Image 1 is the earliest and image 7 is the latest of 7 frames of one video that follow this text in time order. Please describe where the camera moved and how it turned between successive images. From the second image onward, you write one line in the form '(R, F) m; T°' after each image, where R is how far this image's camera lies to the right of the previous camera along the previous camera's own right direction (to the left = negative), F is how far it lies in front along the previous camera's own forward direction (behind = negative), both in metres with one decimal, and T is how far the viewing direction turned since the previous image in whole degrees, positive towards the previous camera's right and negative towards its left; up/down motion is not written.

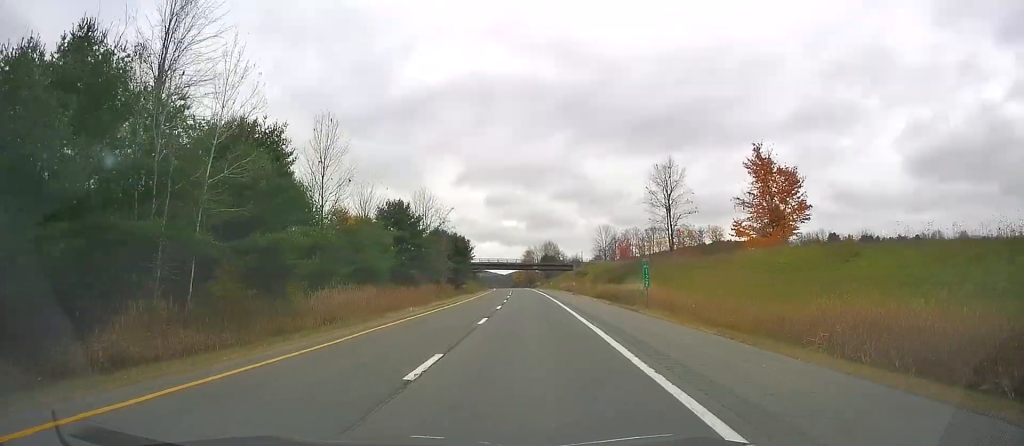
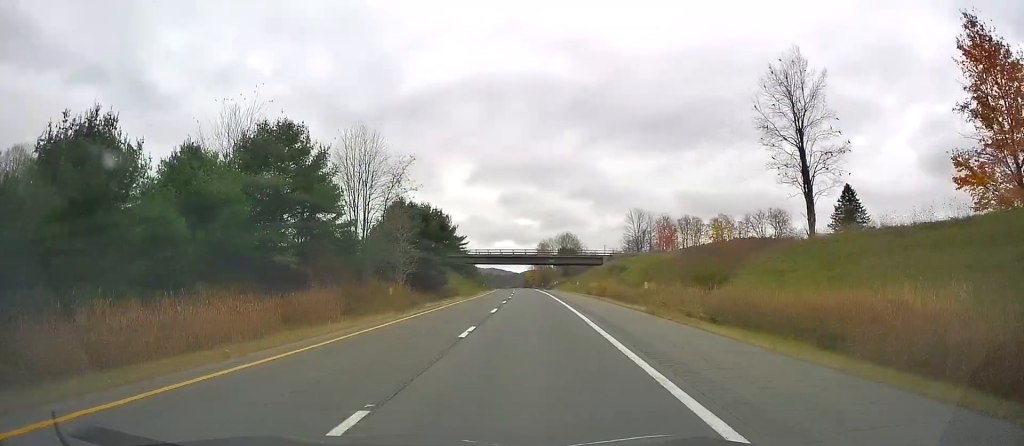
(-0.6, +41.5) m; -1°
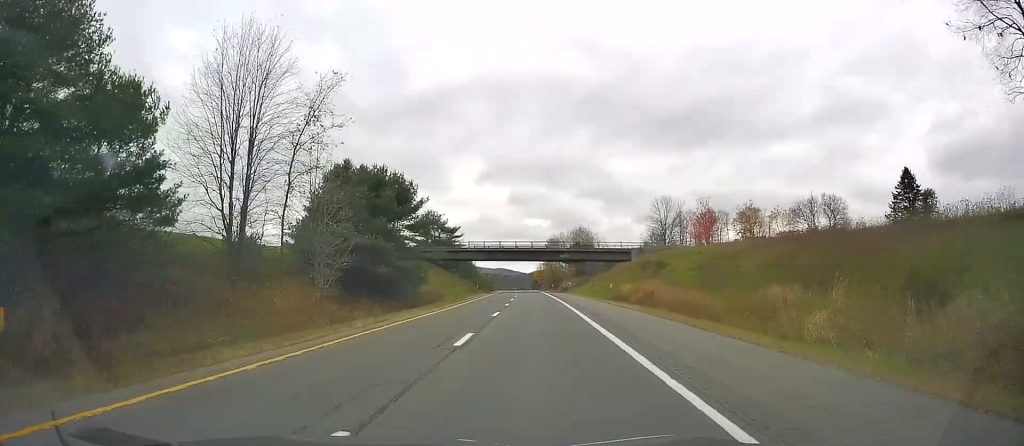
(0.0, +25.7) m; 0°
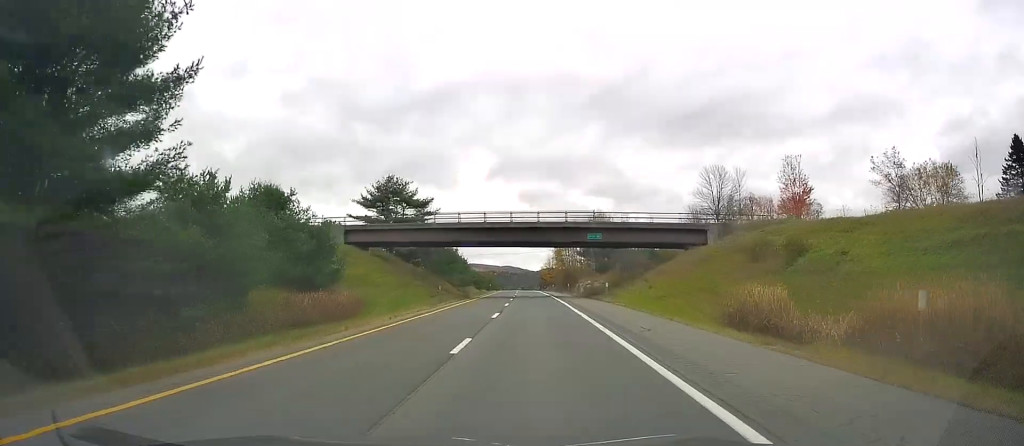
(0.0, +37.6) m; -1°
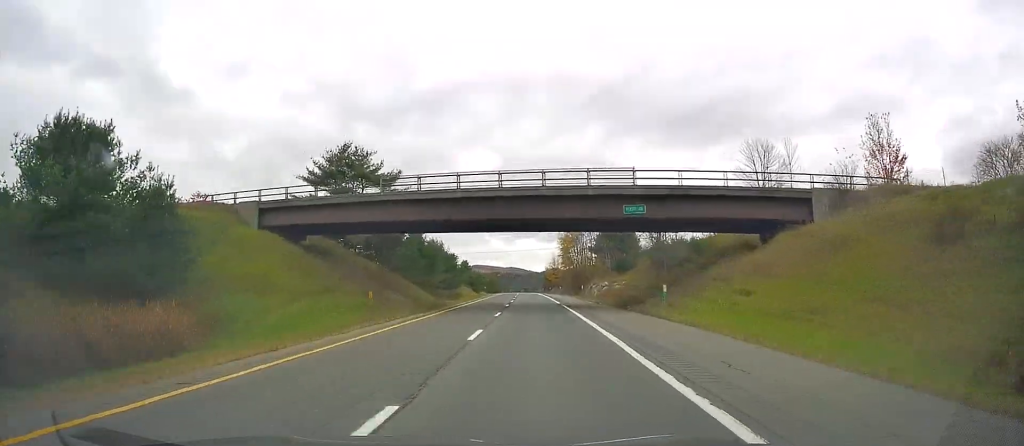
(-0.2, +20.8) m; -1°
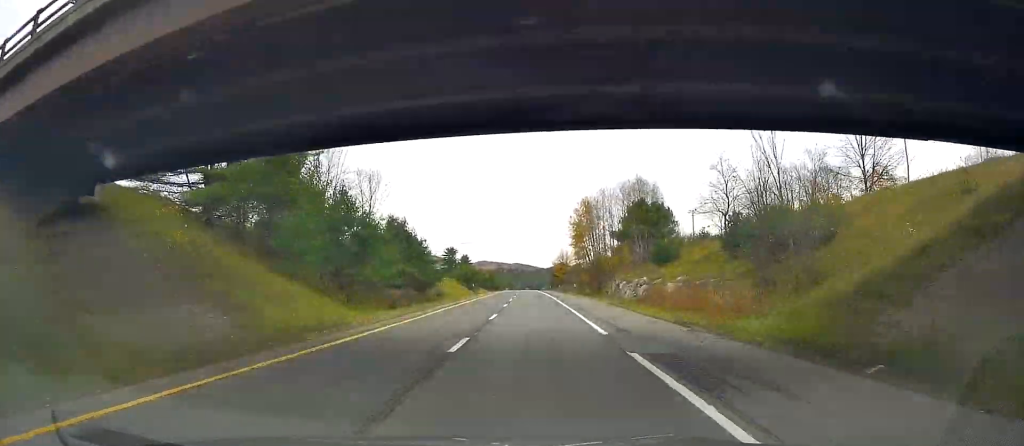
(-0.3, +27.6) m; -1°
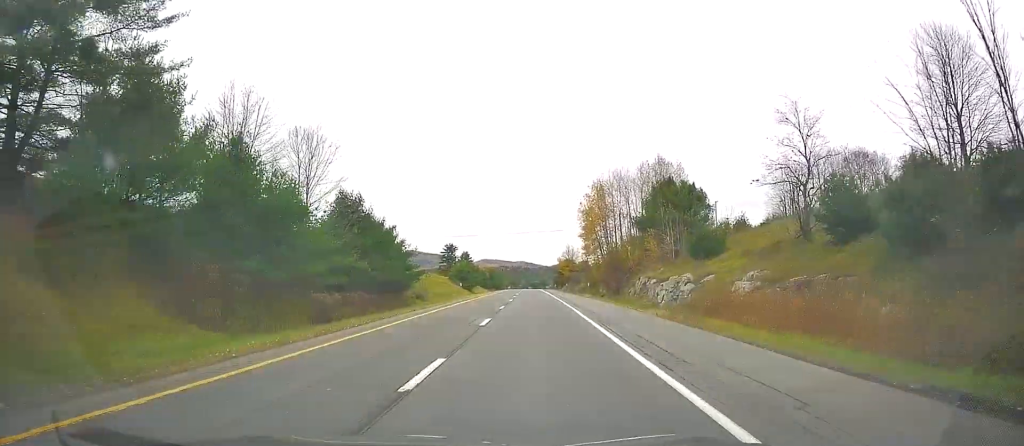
(-0.1, +16.3) m; 0°
